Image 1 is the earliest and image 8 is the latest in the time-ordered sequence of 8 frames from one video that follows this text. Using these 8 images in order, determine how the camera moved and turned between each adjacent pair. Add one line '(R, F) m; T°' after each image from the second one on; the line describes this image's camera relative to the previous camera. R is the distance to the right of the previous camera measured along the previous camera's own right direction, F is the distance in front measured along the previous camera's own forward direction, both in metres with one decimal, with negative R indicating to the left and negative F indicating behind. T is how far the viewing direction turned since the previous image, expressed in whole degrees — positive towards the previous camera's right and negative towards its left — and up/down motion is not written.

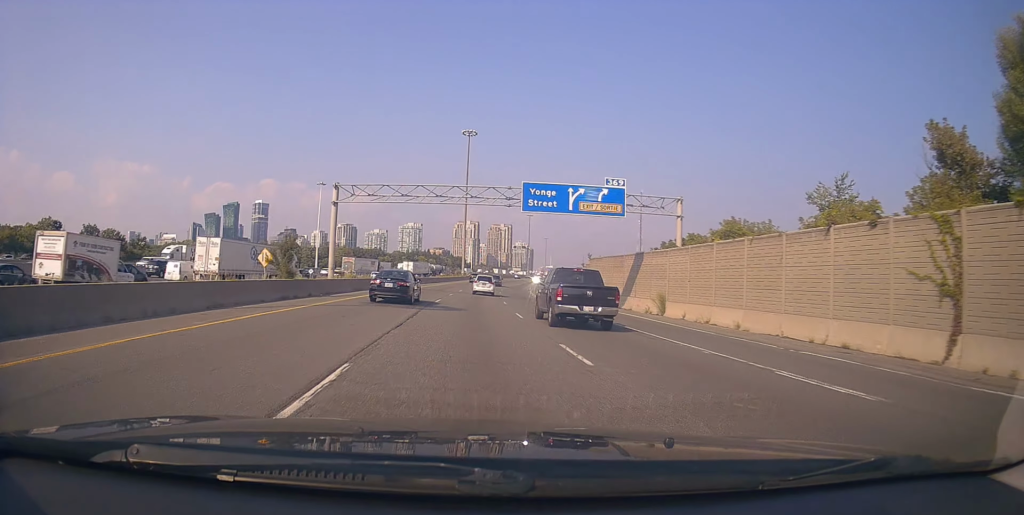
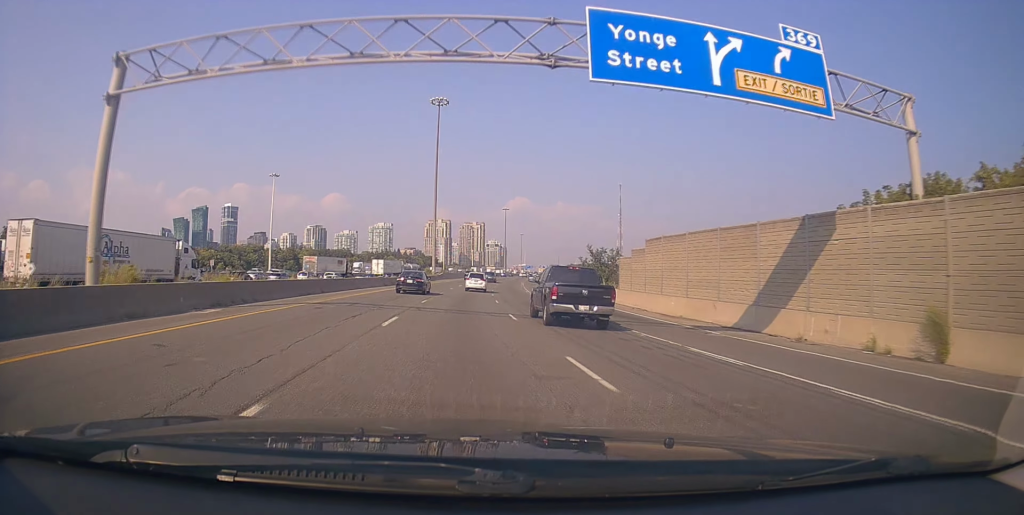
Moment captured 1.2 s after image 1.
(-0.4, +25.9) m; +1°
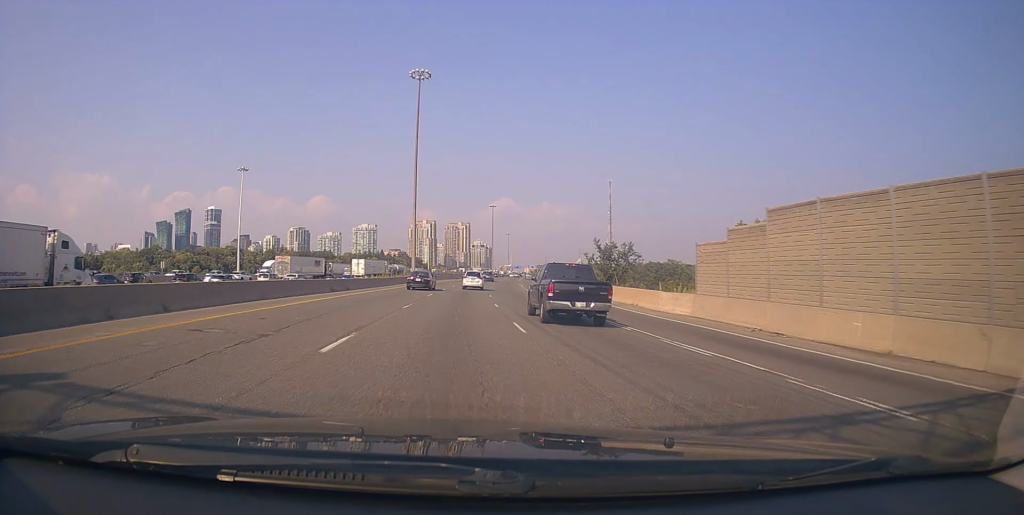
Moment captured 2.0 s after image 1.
(+0.3, +16.8) m; +3°
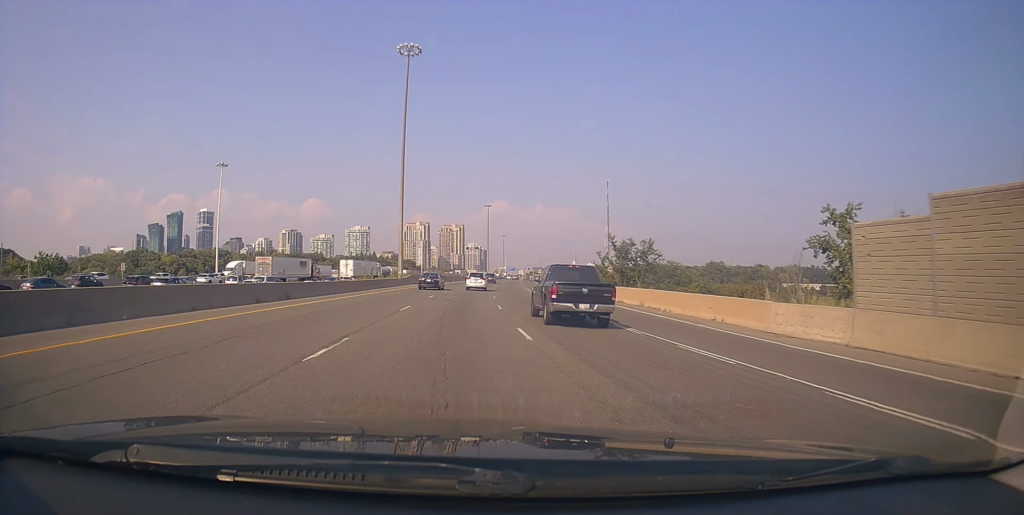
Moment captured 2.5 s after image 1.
(+0.4, +12.7) m; +1°
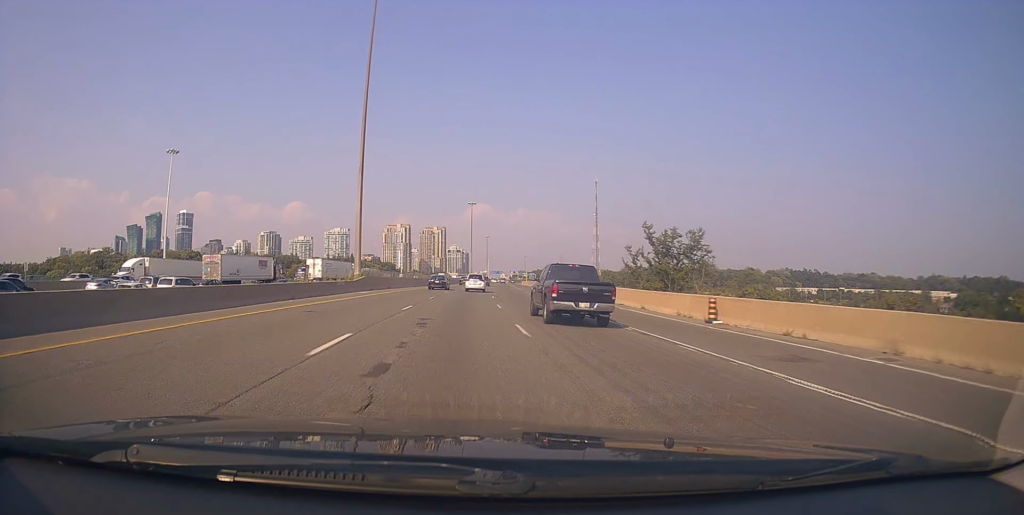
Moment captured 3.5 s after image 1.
(+0.2, +22.9) m; +2°
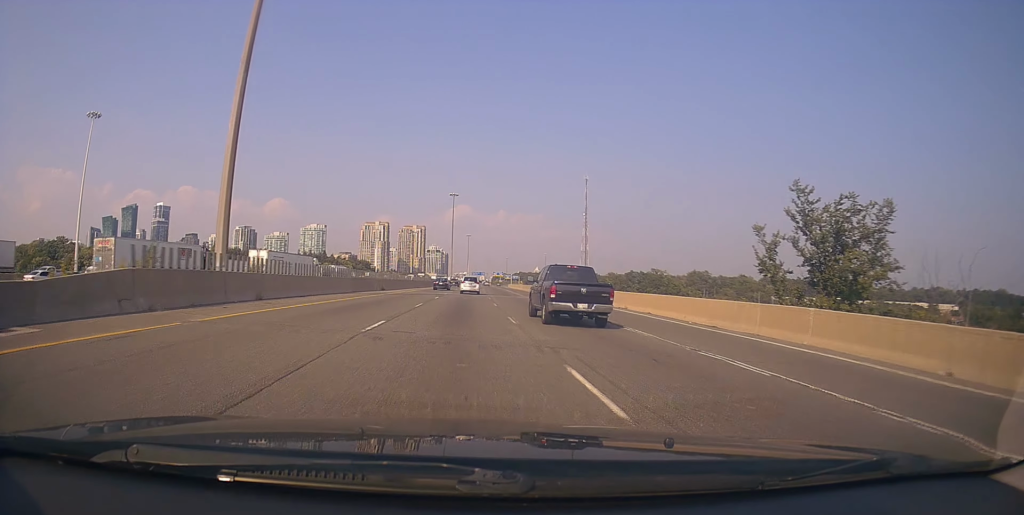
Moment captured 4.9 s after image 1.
(+1.0, +32.1) m; +3°
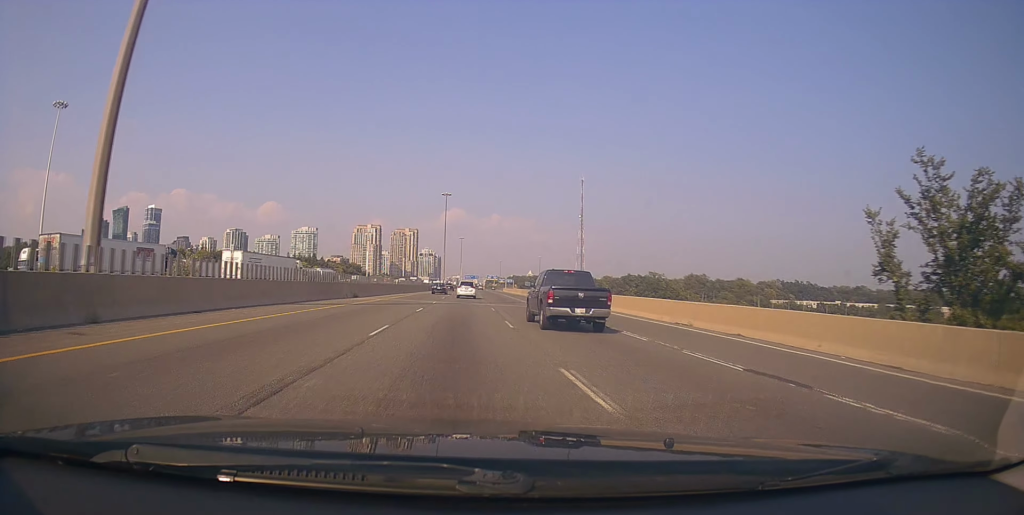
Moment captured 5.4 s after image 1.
(0.0, +11.2) m; 0°
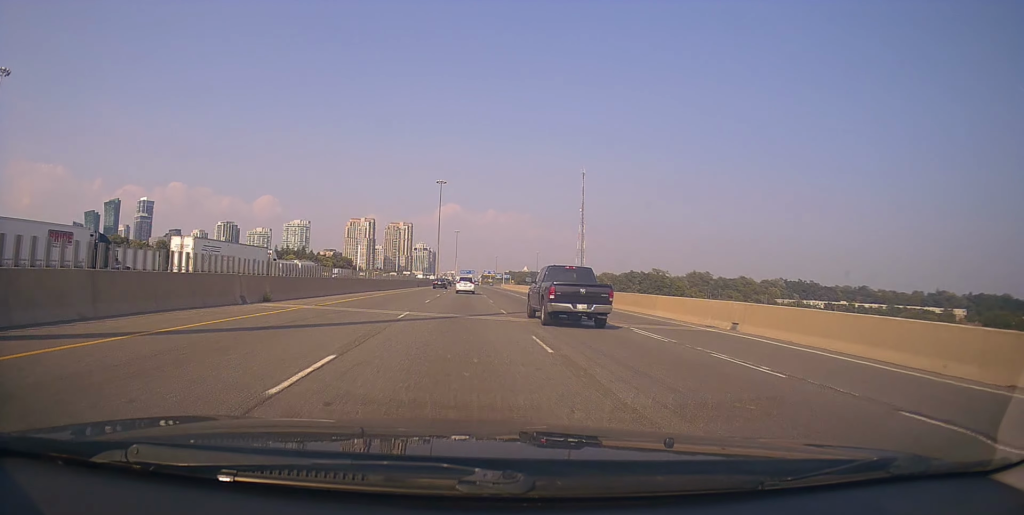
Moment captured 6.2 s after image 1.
(0.0, +19.2) m; 0°
